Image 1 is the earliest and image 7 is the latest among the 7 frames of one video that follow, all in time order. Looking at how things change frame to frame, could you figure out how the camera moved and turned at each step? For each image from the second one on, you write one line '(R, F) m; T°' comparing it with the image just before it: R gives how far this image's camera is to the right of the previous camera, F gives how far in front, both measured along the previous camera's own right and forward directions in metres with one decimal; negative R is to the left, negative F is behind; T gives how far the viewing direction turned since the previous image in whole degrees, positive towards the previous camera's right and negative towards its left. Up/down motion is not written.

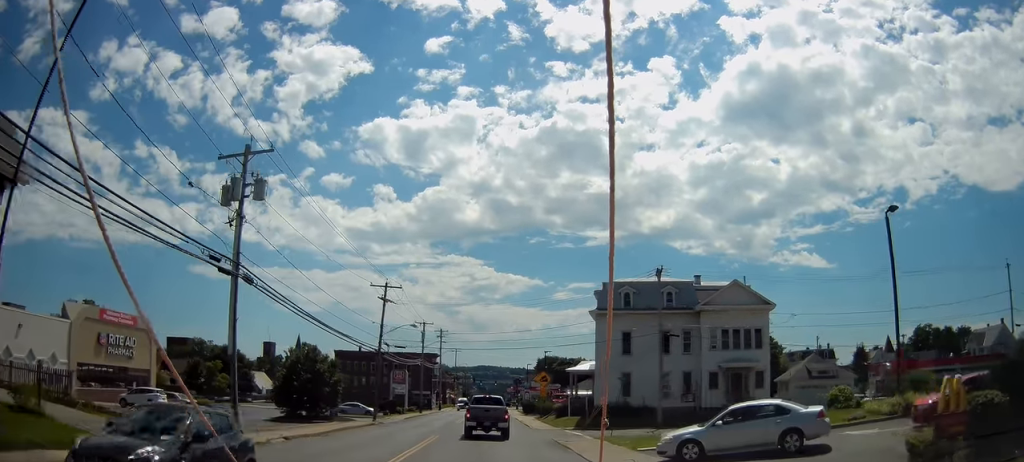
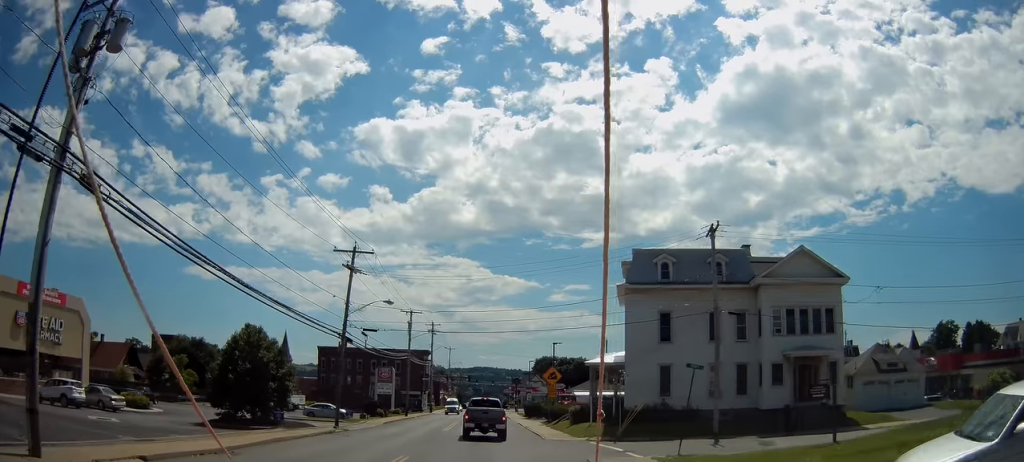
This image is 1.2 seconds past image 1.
(-0.1, +10.9) m; -2°
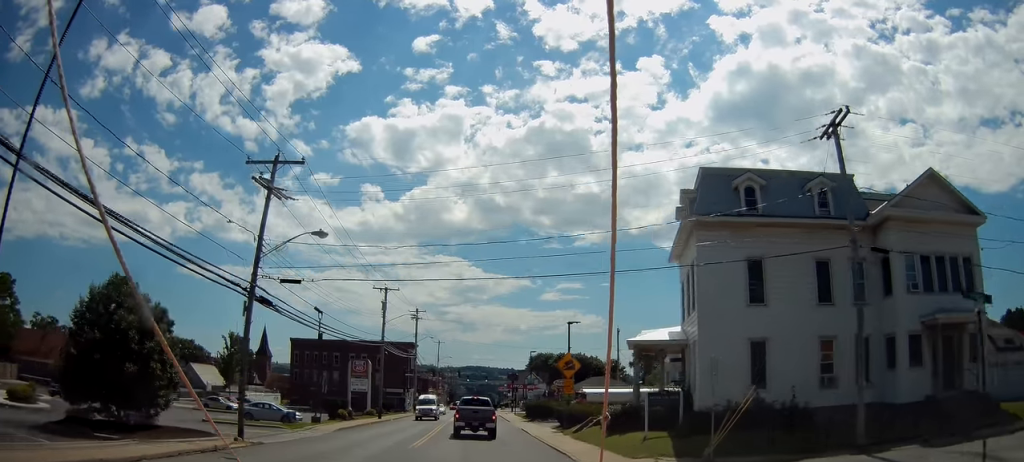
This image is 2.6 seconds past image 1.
(-0.1, +13.4) m; +1°
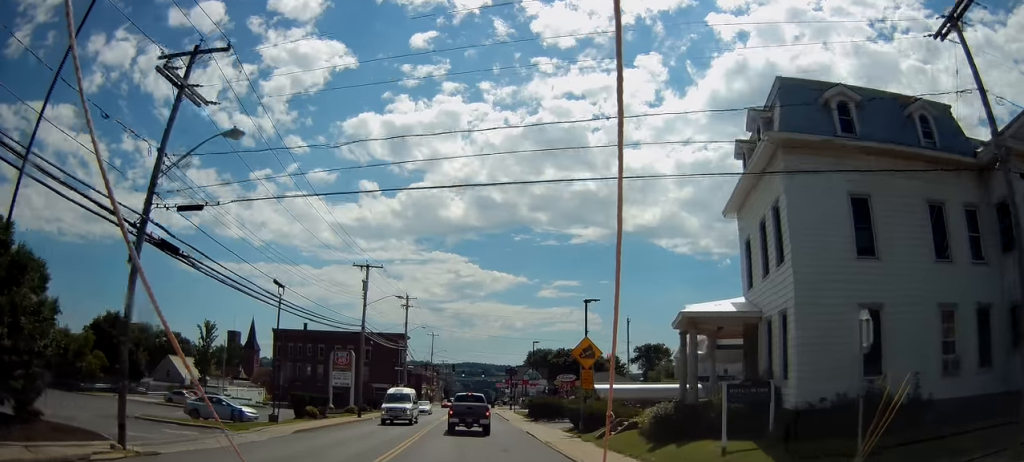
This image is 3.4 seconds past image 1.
(+0.1, +7.7) m; +2°
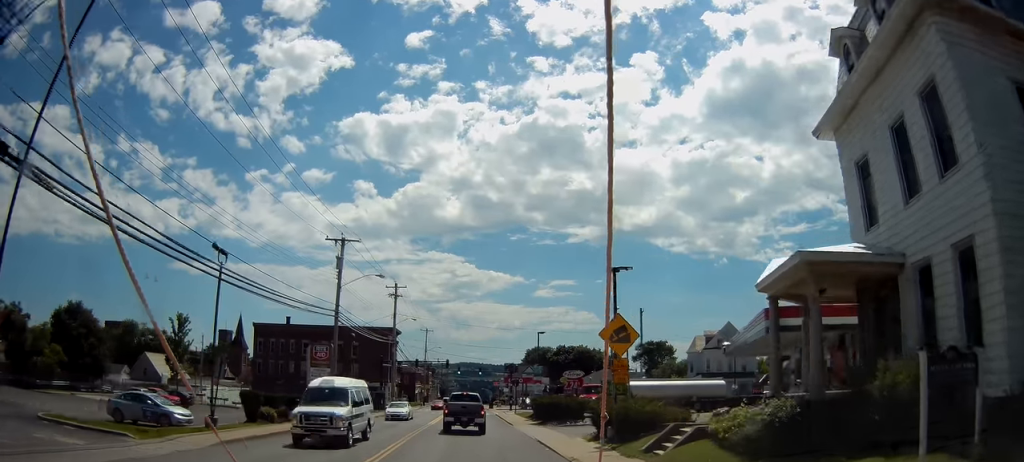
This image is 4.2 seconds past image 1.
(+0.2, +7.4) m; +1°
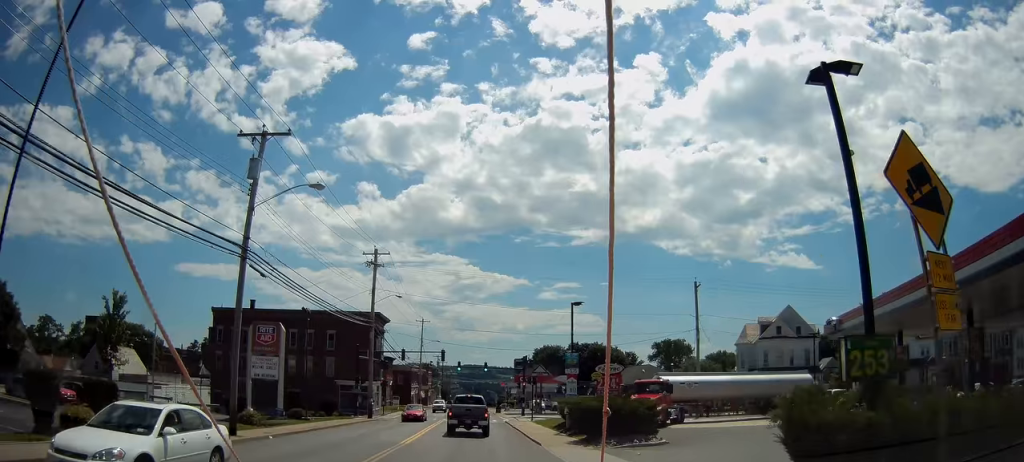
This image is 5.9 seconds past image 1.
(-0.6, +16.1) m; -3°
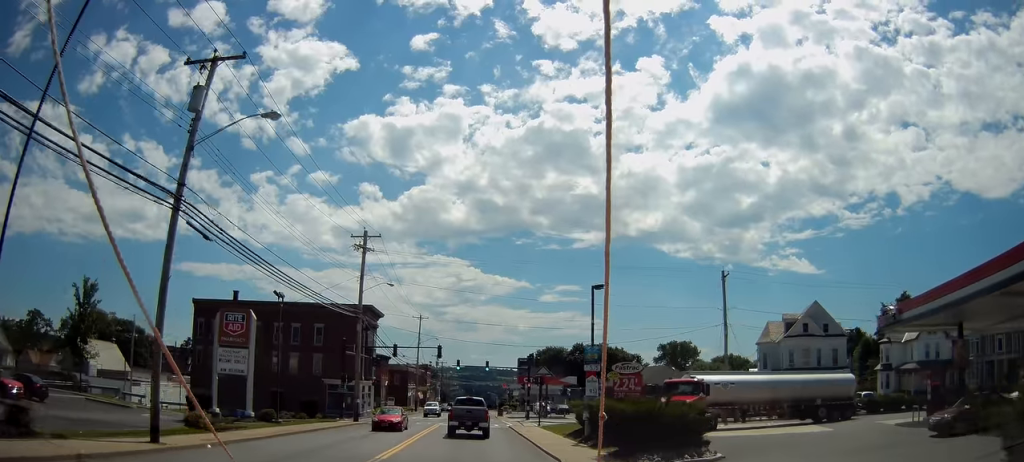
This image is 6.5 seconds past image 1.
(-0.1, +5.9) m; 0°
